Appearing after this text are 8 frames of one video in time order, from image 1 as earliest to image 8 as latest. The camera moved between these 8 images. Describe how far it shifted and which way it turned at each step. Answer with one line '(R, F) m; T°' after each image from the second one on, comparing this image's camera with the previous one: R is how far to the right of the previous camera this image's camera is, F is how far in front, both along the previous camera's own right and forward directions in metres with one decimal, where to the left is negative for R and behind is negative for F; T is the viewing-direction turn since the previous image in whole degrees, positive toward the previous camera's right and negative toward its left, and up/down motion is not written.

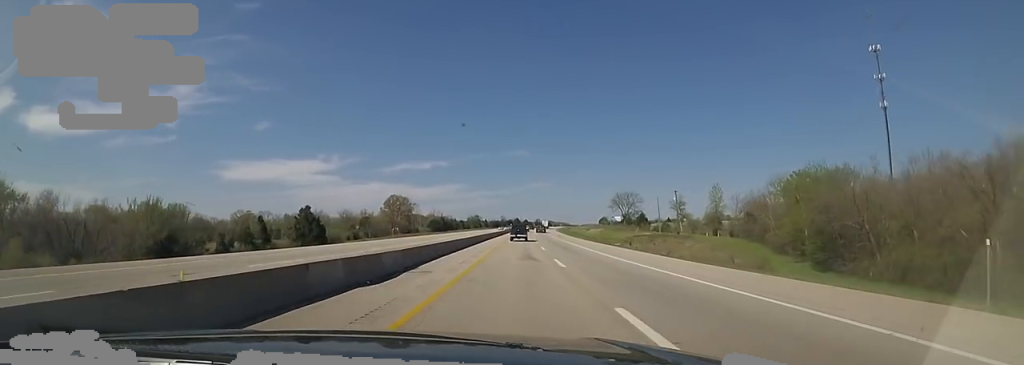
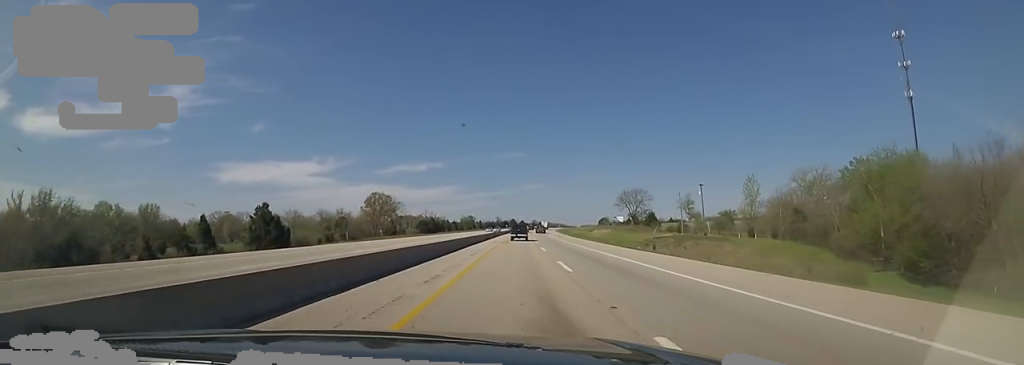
(+0.4, +17.7) m; 0°
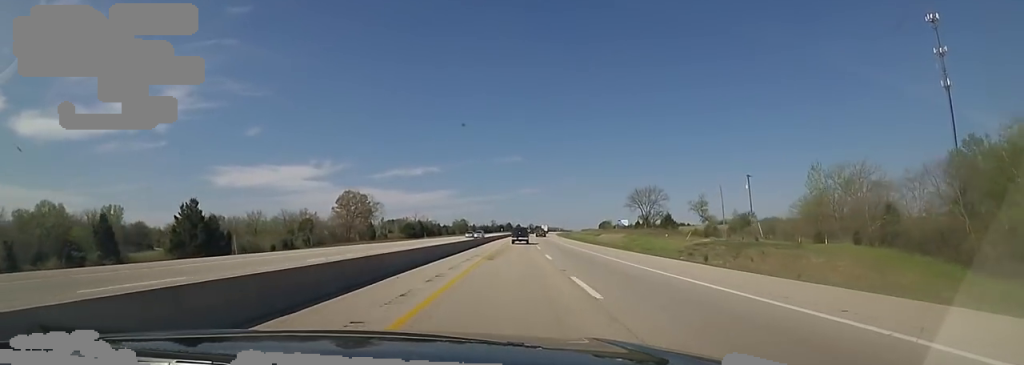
(+0.6, +21.3) m; +1°
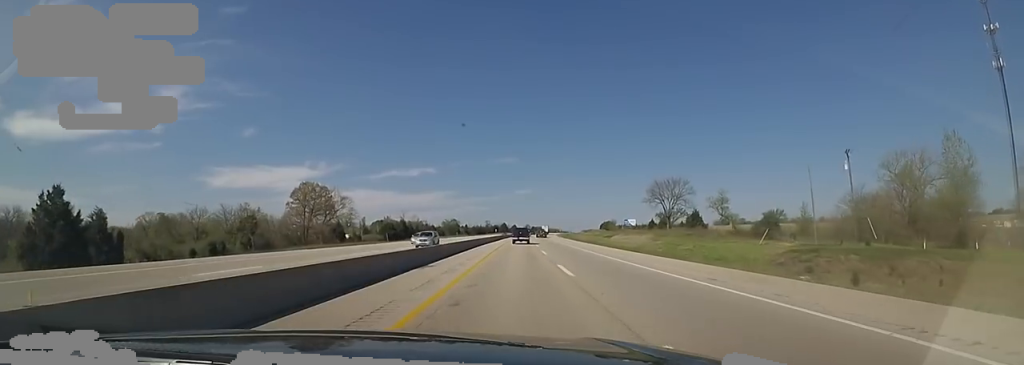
(-0.4, +24.9) m; 0°
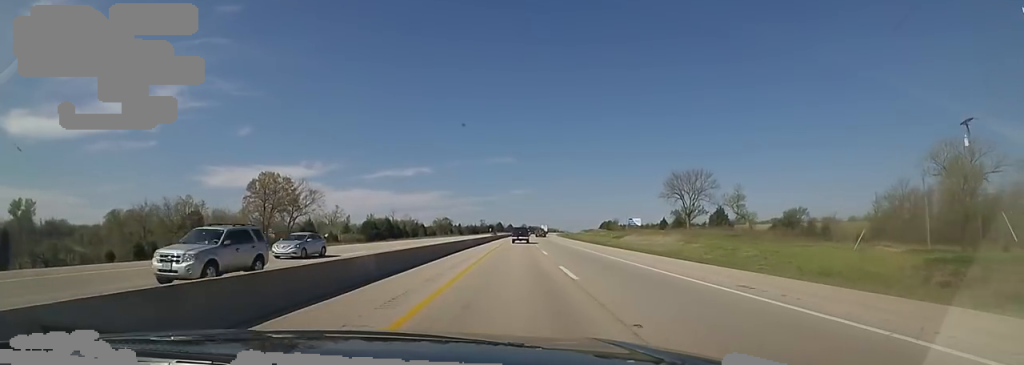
(-0.1, +16.6) m; +1°
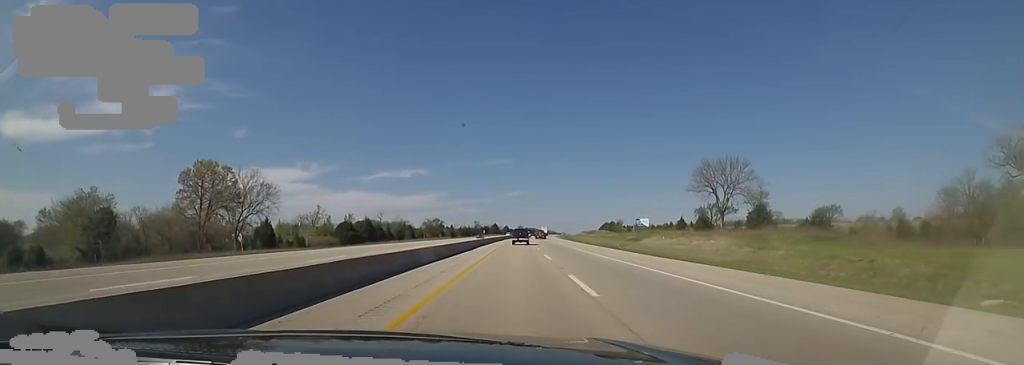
(+0.1, +18.8) m; +2°
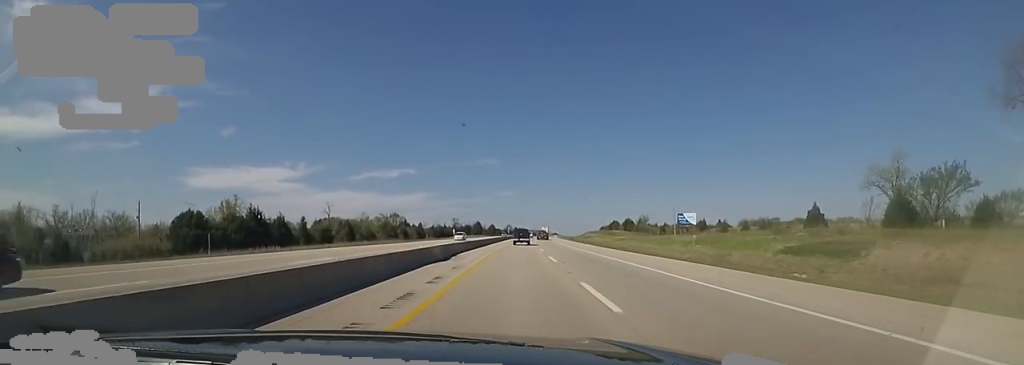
(+1.8, +61.8) m; 0°
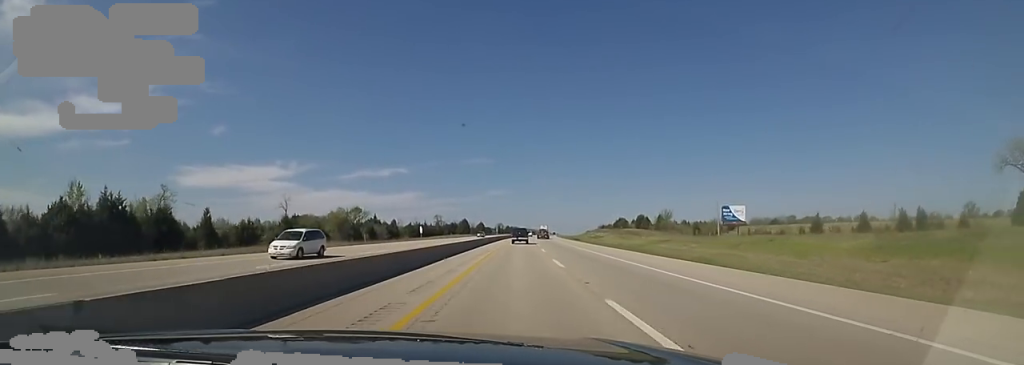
(-0.7, +33.9) m; 0°
